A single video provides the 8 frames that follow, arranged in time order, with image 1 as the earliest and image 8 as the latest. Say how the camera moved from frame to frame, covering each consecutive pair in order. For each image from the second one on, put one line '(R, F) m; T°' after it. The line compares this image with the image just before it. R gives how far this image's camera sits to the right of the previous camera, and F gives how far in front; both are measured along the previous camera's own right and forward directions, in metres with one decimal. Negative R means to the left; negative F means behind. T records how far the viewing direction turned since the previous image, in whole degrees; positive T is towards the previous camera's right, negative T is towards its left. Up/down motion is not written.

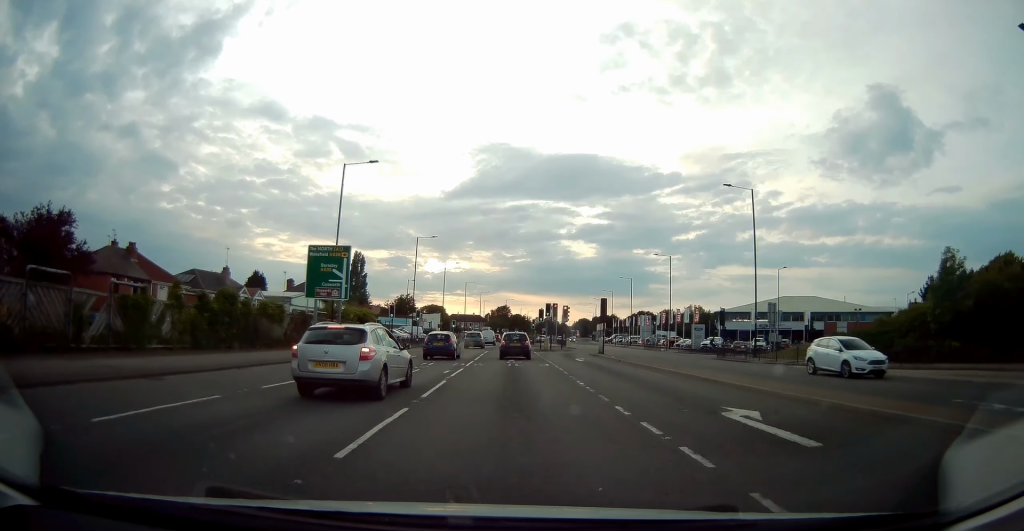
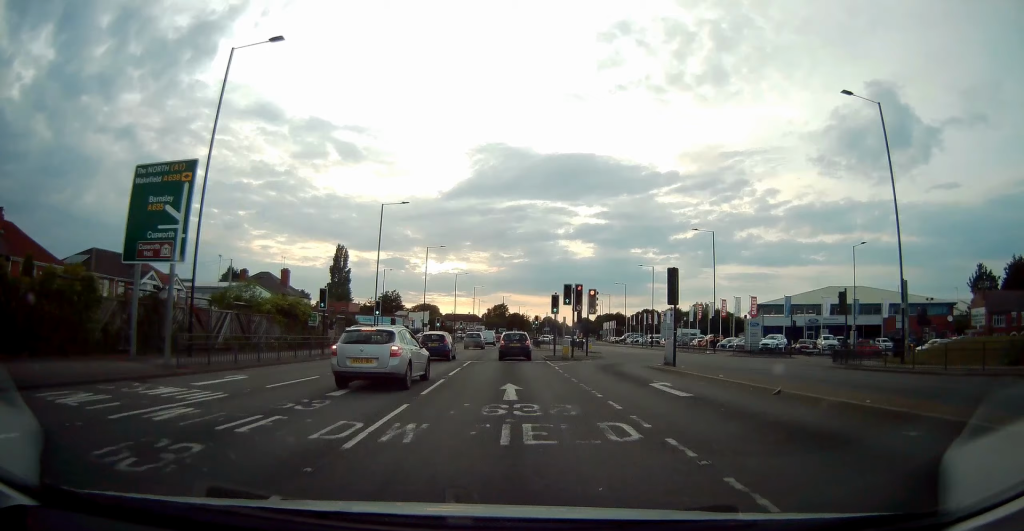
(+0.2, +17.5) m; 0°
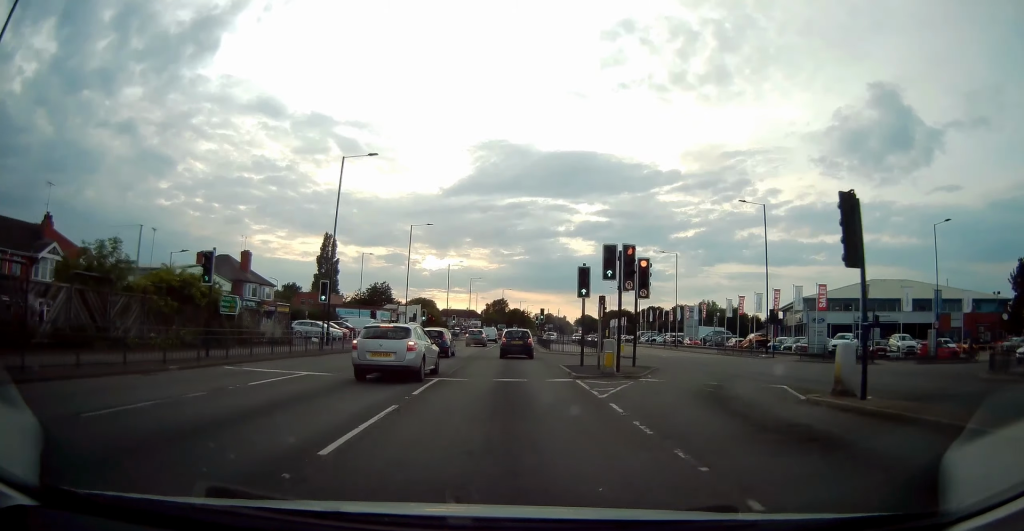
(-0.2, +12.7) m; 0°
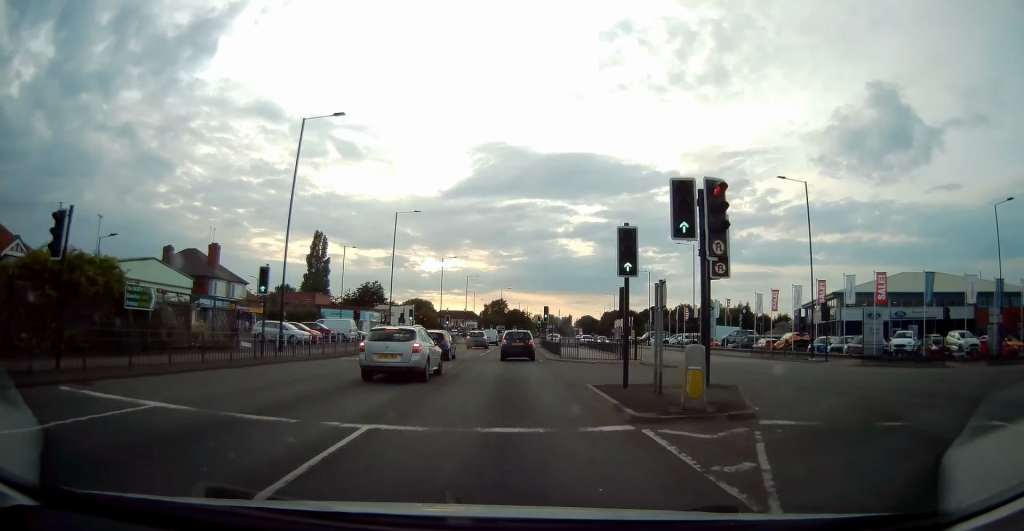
(0.0, +7.9) m; 0°
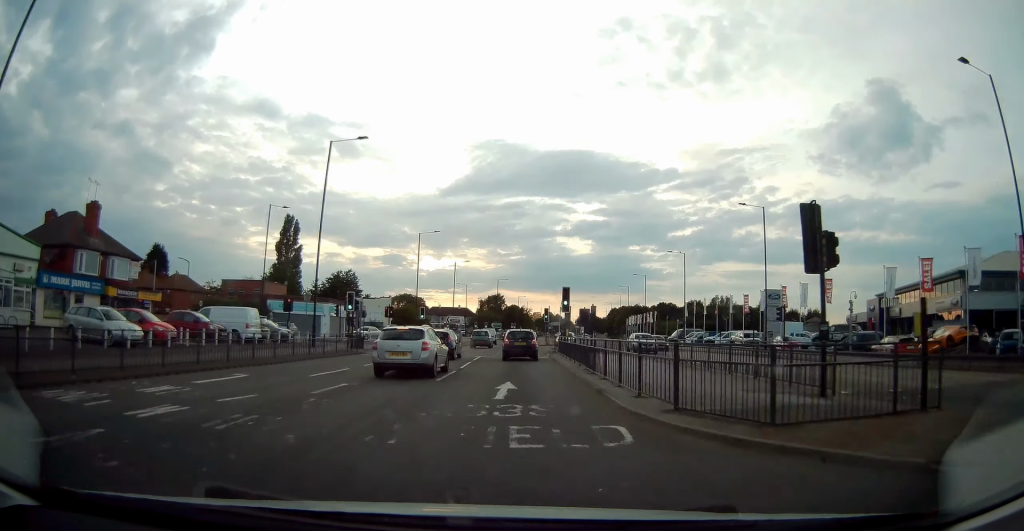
(-0.1, +21.2) m; 0°
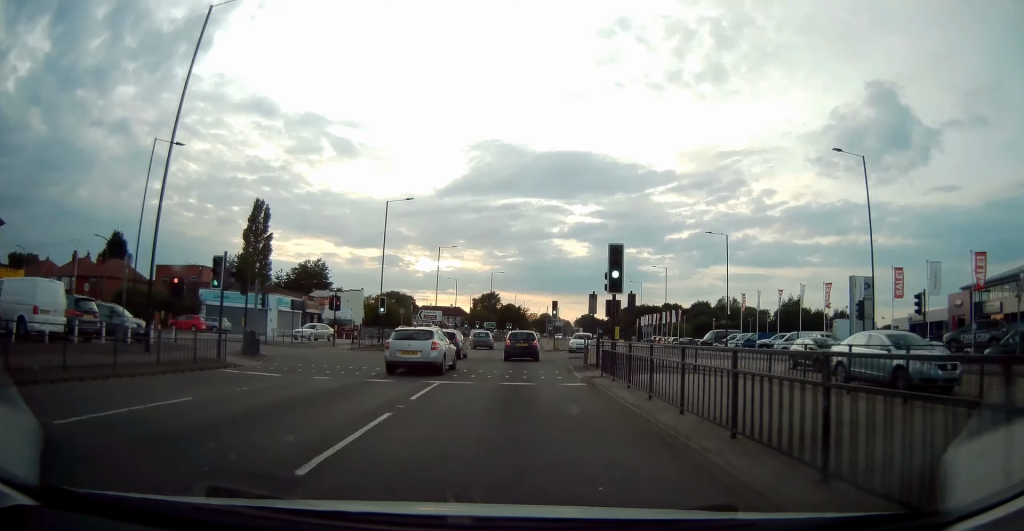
(0.0, +17.2) m; +1°
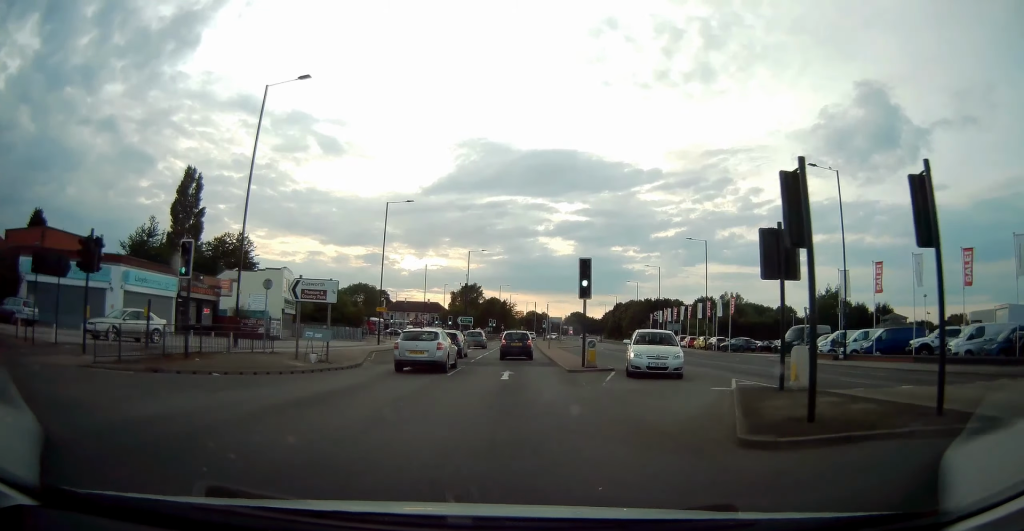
(+0.3, +25.0) m; +1°
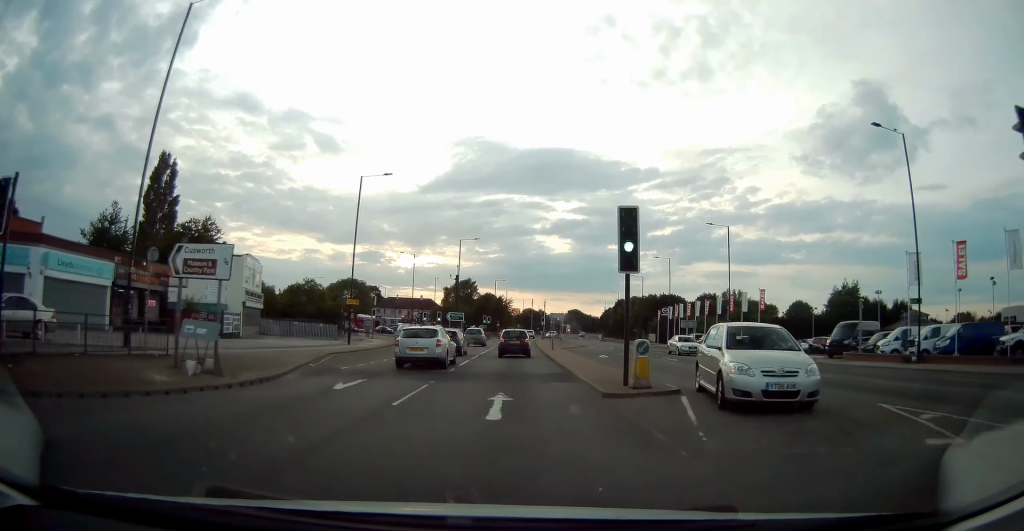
(0.0, +8.0) m; +1°
